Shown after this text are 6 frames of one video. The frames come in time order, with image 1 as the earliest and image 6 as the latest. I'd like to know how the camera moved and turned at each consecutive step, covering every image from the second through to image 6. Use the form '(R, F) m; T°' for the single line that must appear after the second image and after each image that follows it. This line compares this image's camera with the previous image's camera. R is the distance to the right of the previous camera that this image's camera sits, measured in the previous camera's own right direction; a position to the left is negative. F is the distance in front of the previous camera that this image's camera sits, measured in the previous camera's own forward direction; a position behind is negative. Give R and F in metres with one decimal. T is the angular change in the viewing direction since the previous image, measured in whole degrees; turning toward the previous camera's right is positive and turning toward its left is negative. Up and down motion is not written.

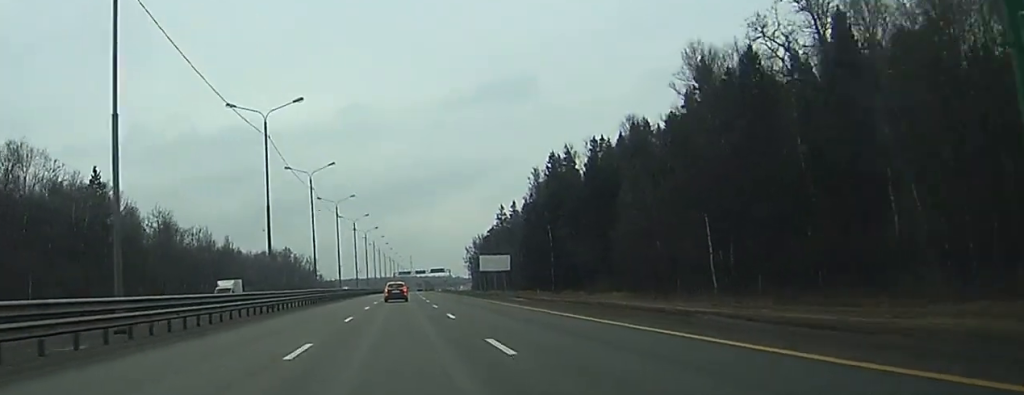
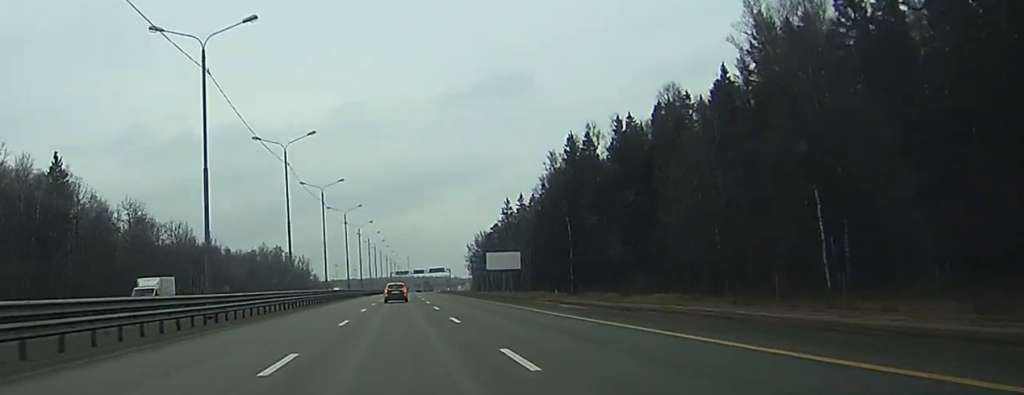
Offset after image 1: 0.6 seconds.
(+0.3, +18.8) m; +1°
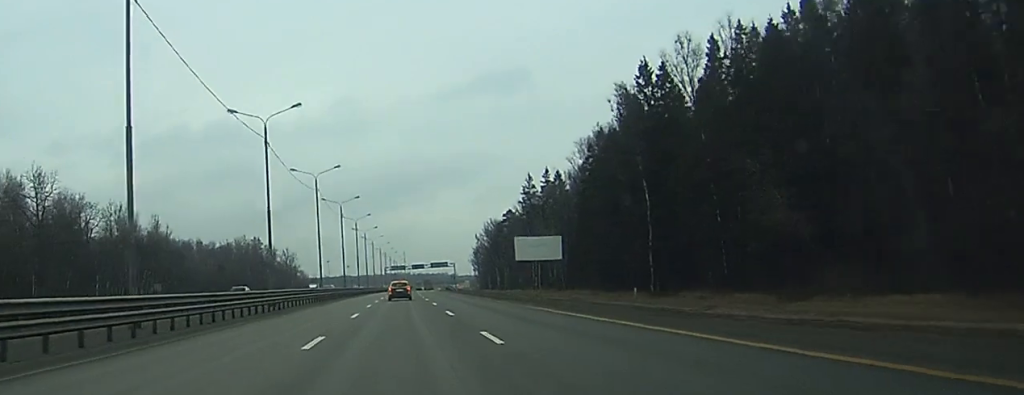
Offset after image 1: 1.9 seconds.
(-0.5, +43.1) m; 0°
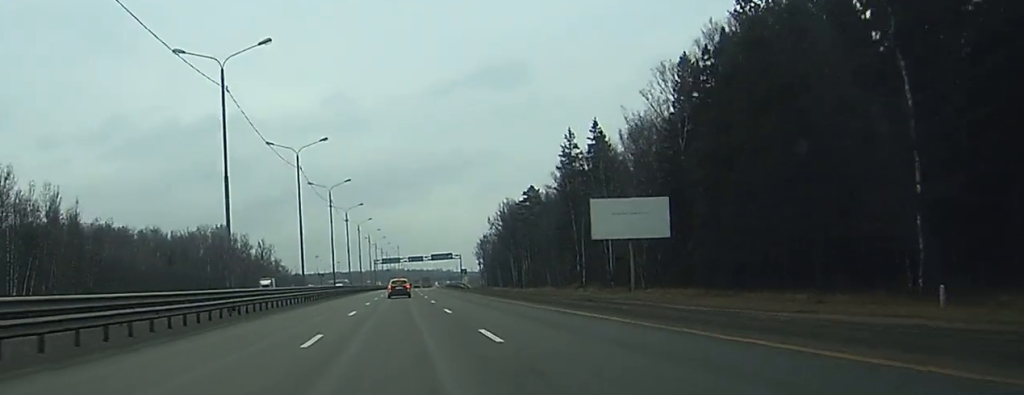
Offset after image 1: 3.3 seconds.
(+0.3, +48.5) m; +1°
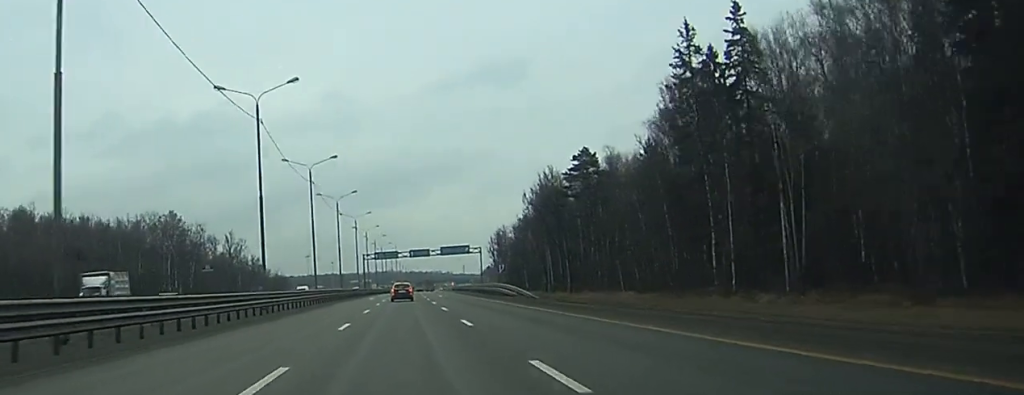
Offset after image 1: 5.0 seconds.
(+0.3, +56.2) m; +1°
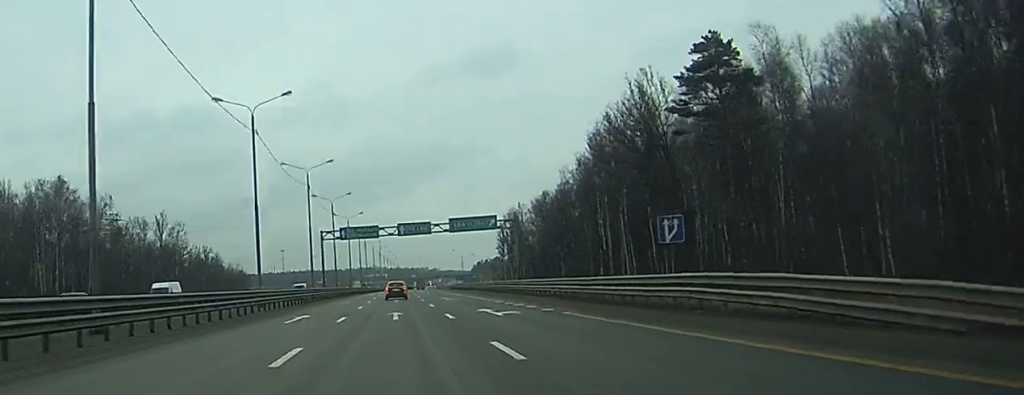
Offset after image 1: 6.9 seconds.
(+0.3, +60.5) m; 0°
